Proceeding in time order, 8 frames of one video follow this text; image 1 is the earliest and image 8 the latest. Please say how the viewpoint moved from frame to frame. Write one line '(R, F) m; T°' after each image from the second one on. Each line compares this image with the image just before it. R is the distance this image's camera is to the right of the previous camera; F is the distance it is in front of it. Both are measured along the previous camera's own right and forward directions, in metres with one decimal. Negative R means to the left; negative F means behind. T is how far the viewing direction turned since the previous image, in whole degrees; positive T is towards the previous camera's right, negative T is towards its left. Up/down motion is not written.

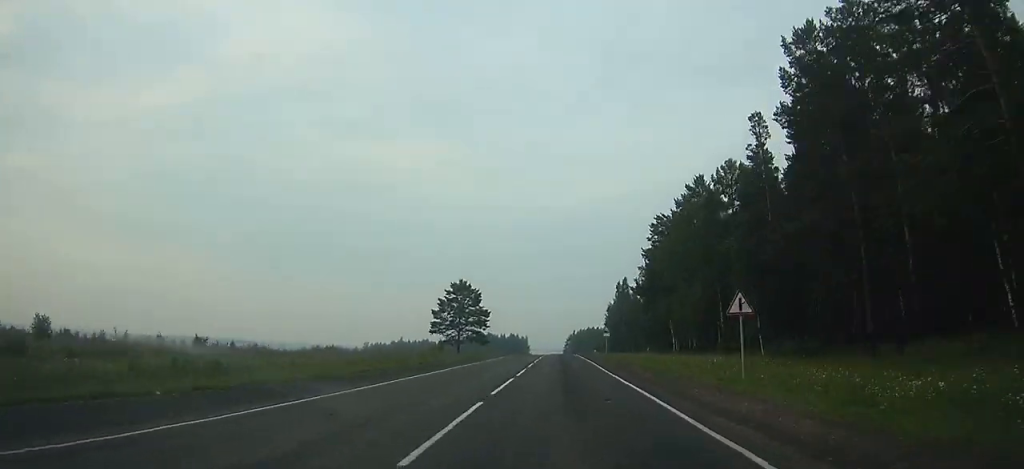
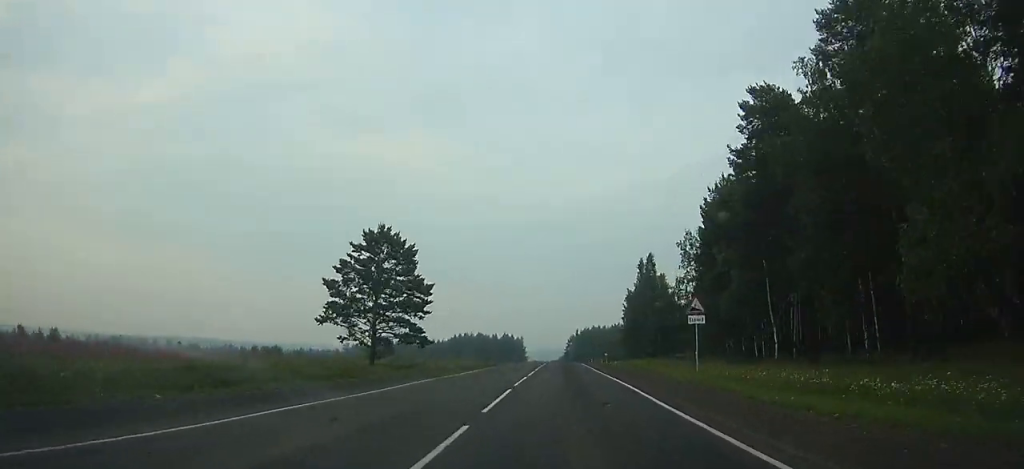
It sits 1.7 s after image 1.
(0.0, +42.3) m; 0°
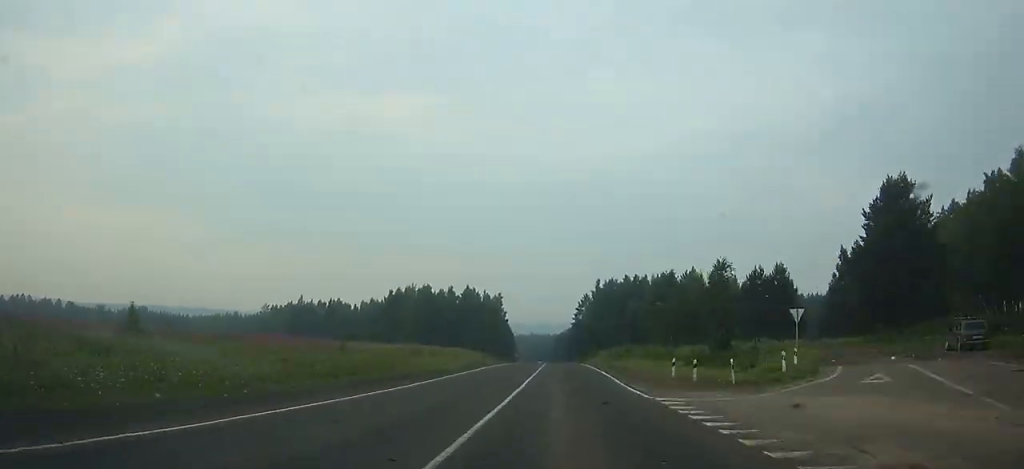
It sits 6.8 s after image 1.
(+0.1, +125.0) m; 0°
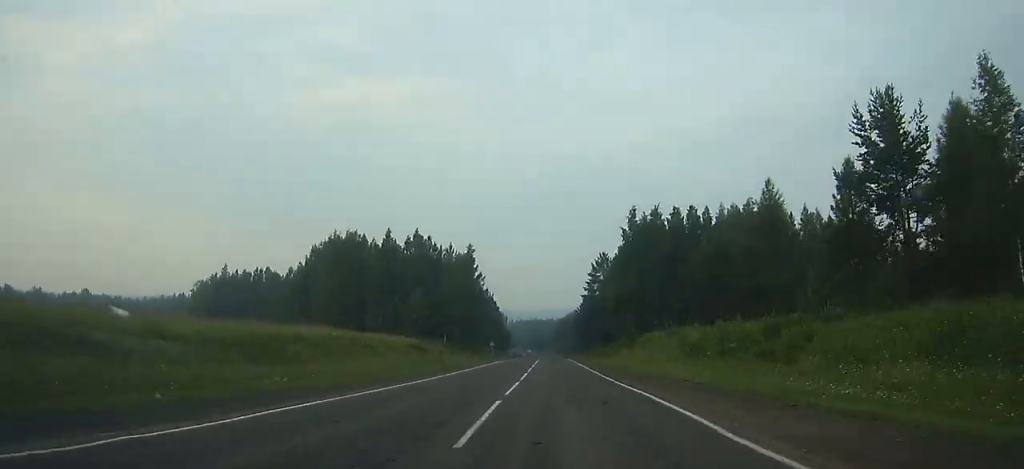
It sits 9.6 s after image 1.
(-0.2, +64.9) m; -1°
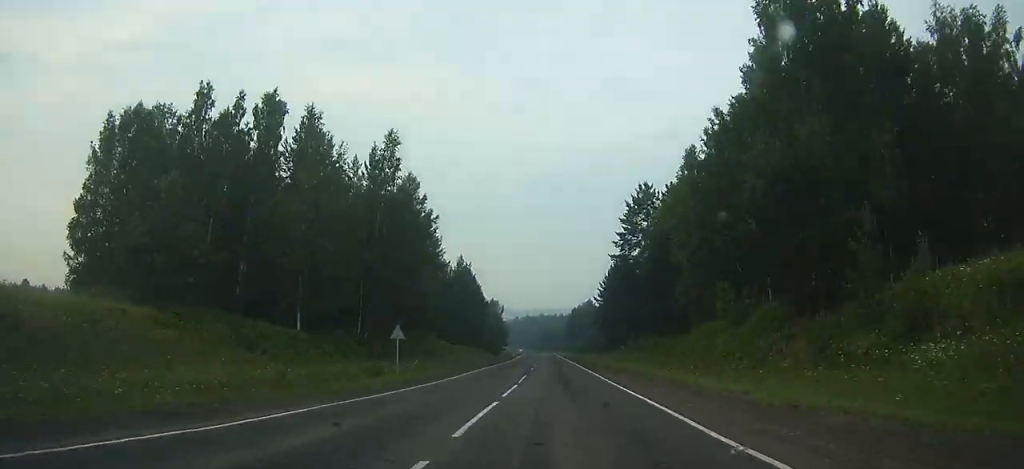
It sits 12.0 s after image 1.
(-0.4, +54.7) m; -1°
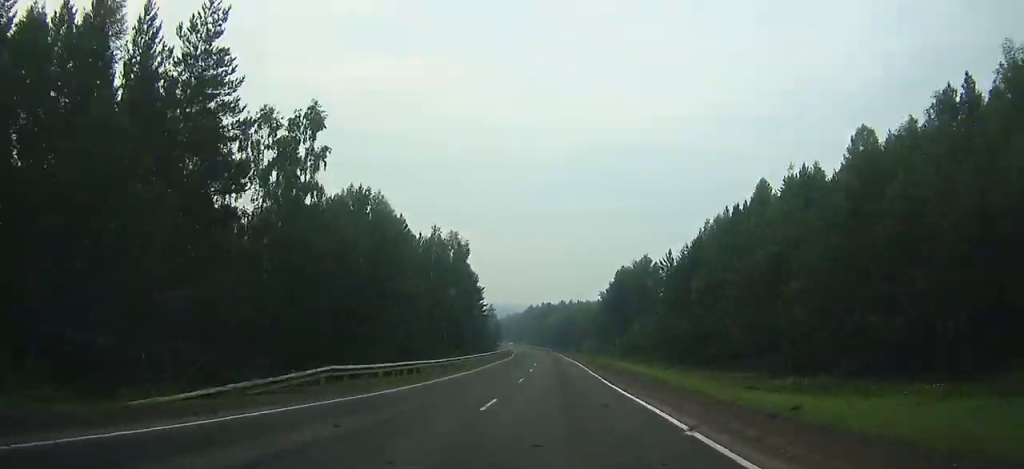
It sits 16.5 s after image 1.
(-1.8, +105.7) m; -2°
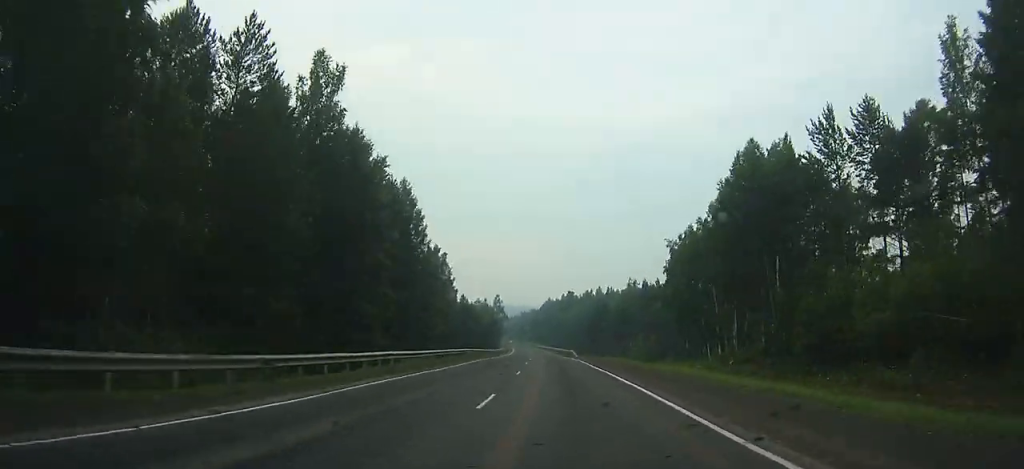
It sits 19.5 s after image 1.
(-1.0, +75.3) m; -2°
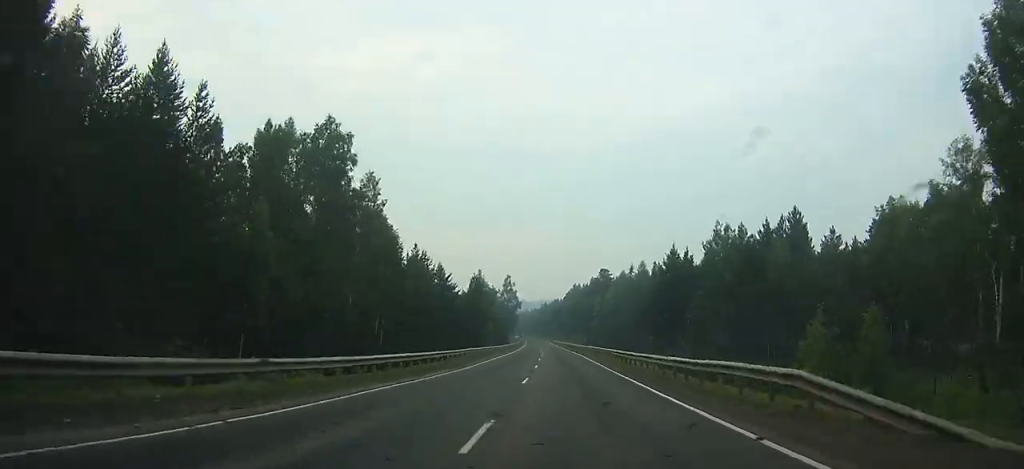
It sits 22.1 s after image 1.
(-1.2, +65.4) m; -2°
